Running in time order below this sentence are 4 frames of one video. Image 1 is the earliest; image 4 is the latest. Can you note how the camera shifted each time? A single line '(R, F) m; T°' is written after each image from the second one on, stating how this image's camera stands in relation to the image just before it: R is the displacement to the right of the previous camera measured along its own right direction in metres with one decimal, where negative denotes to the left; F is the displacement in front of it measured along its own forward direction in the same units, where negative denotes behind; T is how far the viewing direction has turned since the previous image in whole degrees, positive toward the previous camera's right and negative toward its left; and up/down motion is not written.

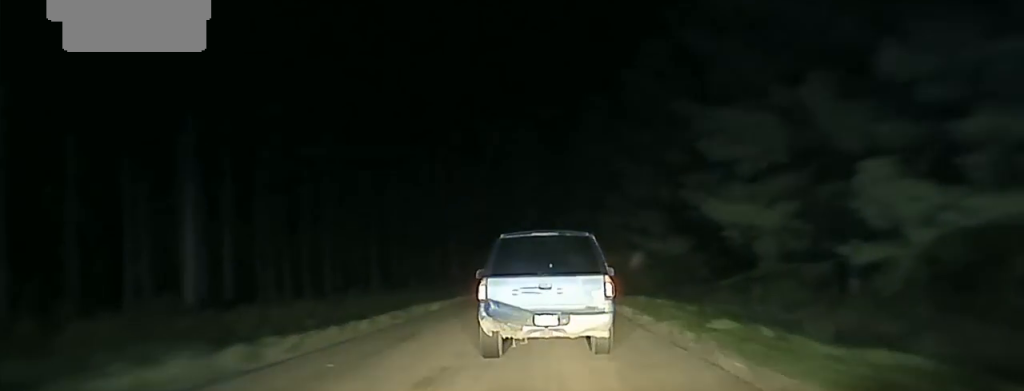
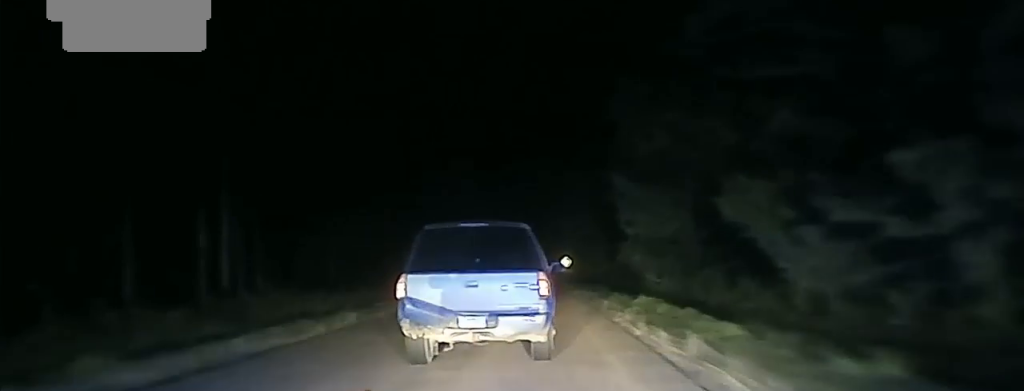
(+0.6, +92.7) m; 0°
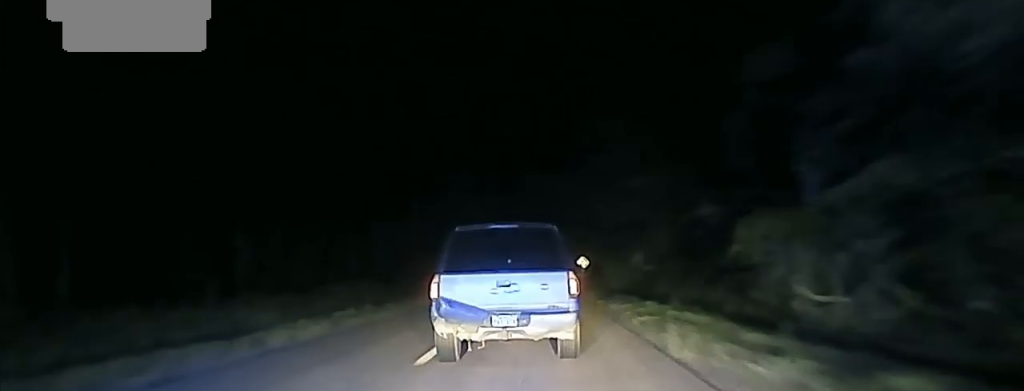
(-0.1, +23.6) m; 0°
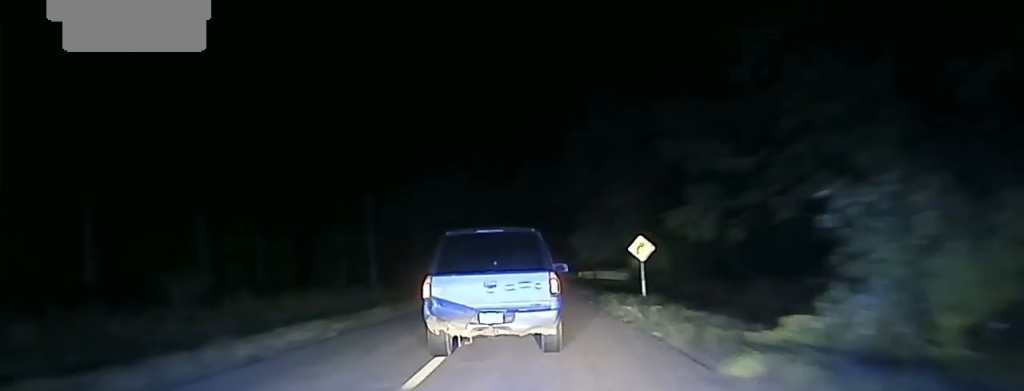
(-0.1, +53.3) m; 0°
